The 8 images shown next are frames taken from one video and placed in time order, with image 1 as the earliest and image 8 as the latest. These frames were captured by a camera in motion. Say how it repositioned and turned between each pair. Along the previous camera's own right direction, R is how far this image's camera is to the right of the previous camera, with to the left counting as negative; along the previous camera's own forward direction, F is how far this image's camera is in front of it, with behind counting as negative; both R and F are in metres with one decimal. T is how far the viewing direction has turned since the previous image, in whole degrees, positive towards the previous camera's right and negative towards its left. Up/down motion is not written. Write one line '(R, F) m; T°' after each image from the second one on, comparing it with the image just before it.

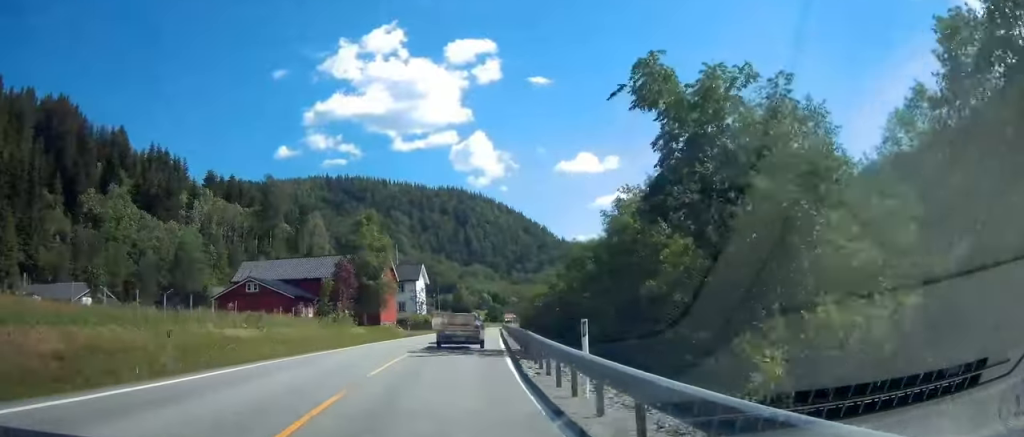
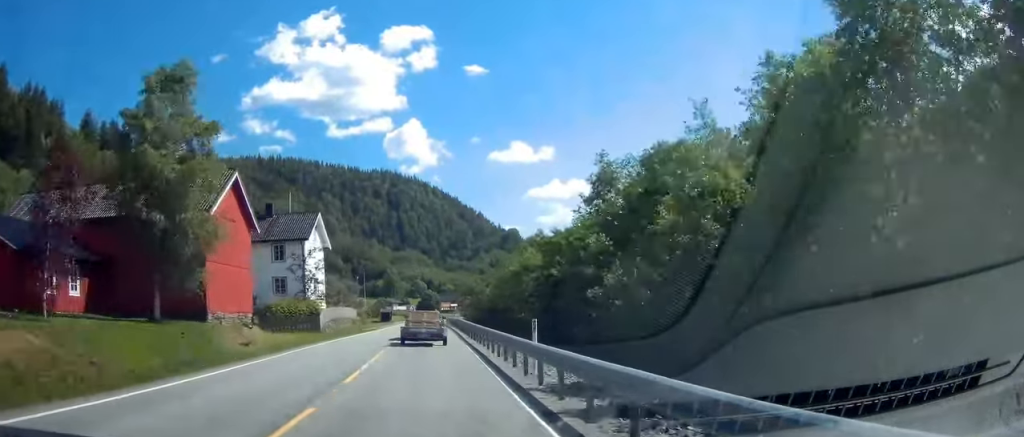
(+4.7, +37.2) m; +10°
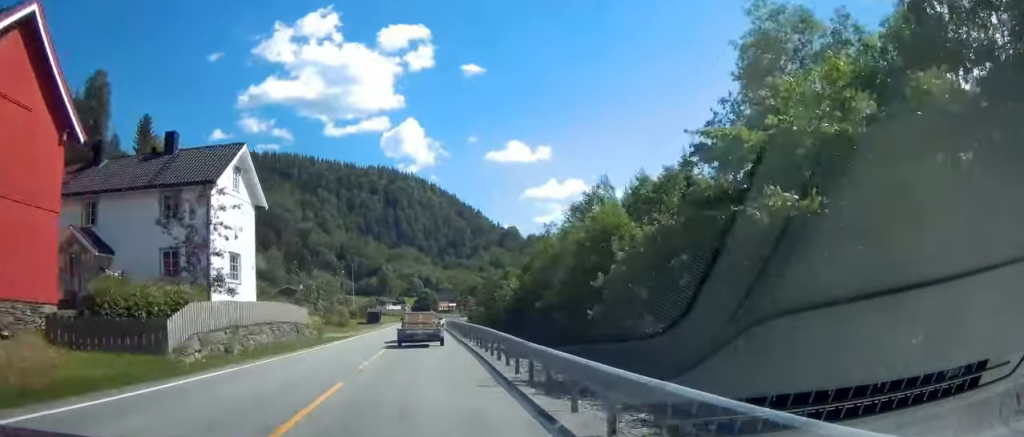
(+0.5, +21.3) m; +1°
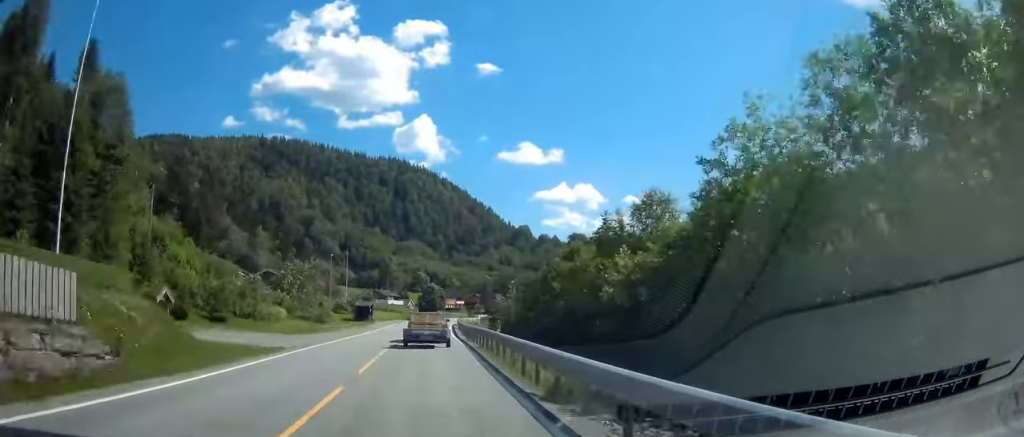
(-0.1, +24.6) m; 0°
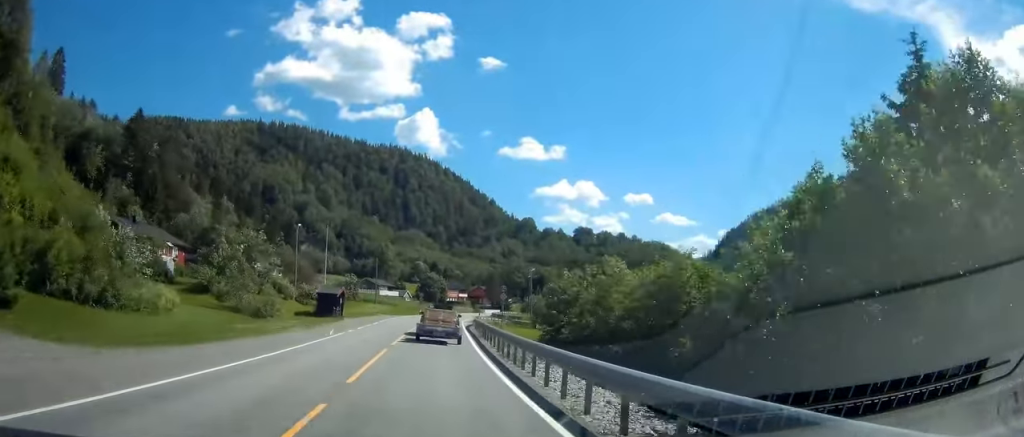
(-0.1, +29.6) m; +1°
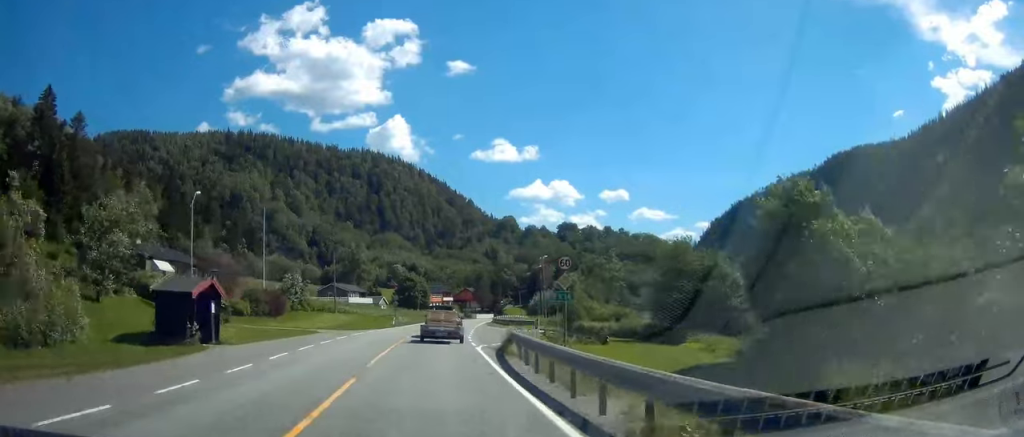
(+0.5, +31.7) m; +1°
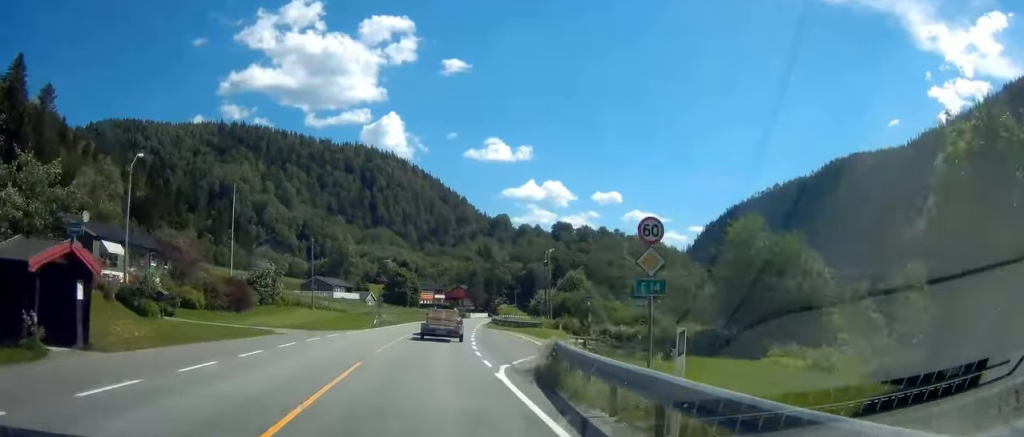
(0.0, +10.7) m; 0°
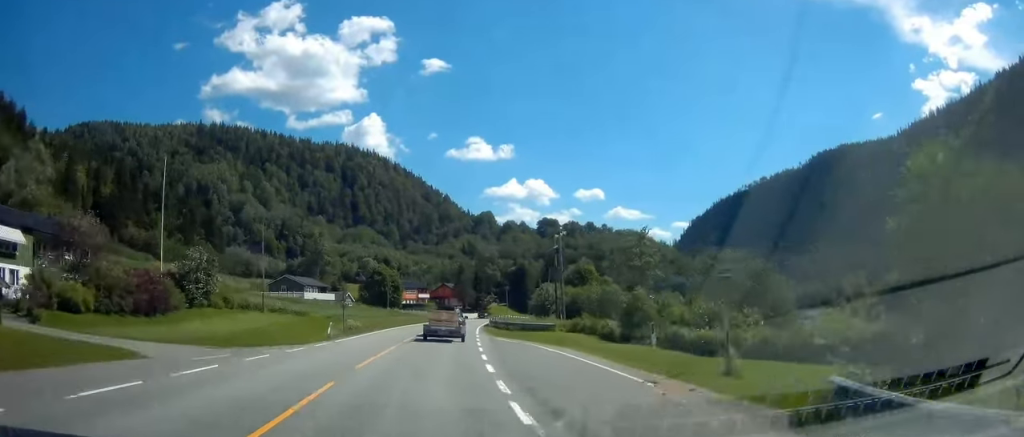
(0.0, +15.6) m; 0°
